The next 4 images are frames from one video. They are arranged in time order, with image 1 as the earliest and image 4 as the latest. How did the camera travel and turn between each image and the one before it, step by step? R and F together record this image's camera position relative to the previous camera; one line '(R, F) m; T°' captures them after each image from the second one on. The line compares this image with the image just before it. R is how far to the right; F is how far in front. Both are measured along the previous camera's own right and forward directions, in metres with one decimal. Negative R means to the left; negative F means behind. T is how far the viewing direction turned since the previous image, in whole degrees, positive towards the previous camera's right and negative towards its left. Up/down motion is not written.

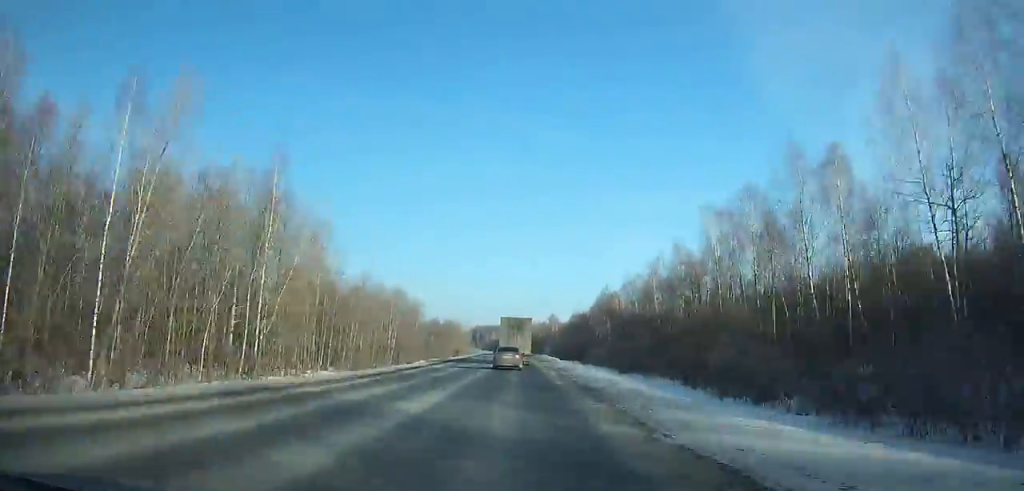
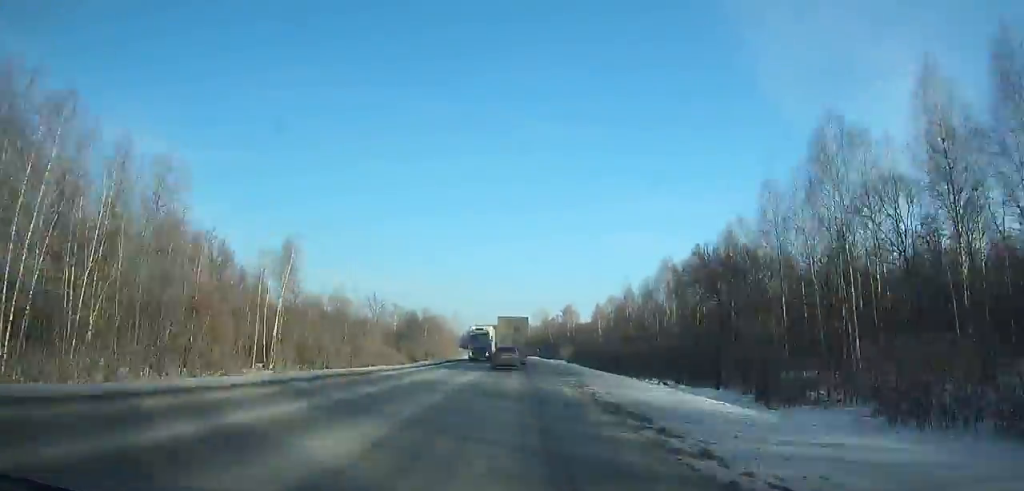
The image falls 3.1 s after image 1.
(-0.3, +69.7) m; -1°
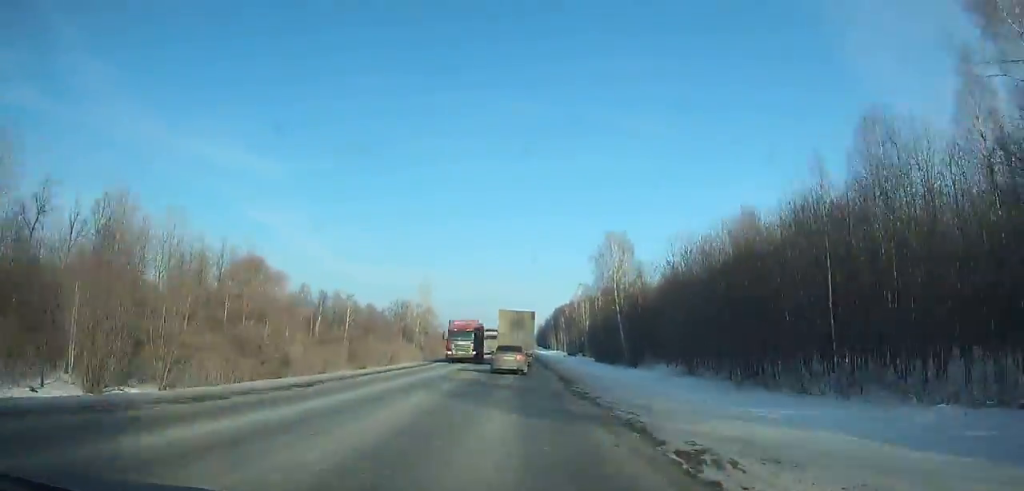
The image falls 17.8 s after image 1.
(-18.5, +336.6) m; -8°
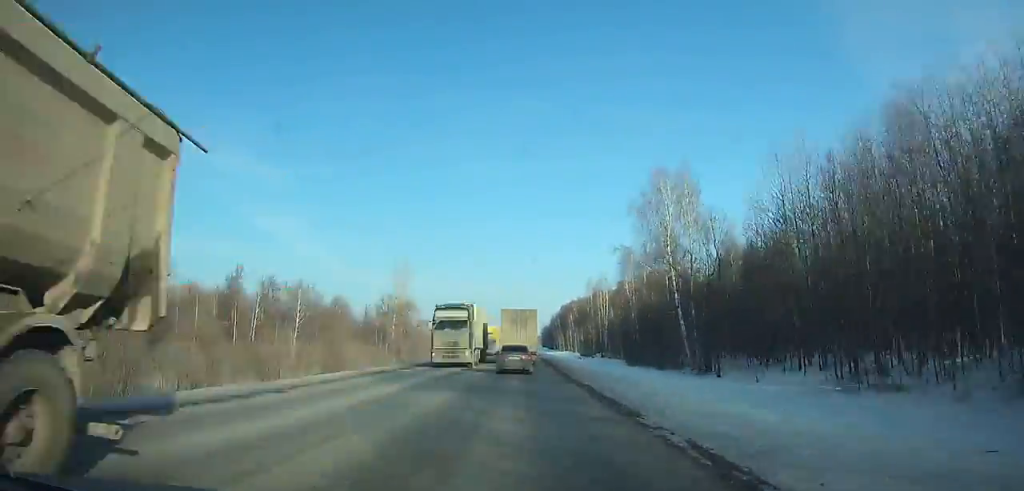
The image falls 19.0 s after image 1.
(-0.3, +27.1) m; 0°
